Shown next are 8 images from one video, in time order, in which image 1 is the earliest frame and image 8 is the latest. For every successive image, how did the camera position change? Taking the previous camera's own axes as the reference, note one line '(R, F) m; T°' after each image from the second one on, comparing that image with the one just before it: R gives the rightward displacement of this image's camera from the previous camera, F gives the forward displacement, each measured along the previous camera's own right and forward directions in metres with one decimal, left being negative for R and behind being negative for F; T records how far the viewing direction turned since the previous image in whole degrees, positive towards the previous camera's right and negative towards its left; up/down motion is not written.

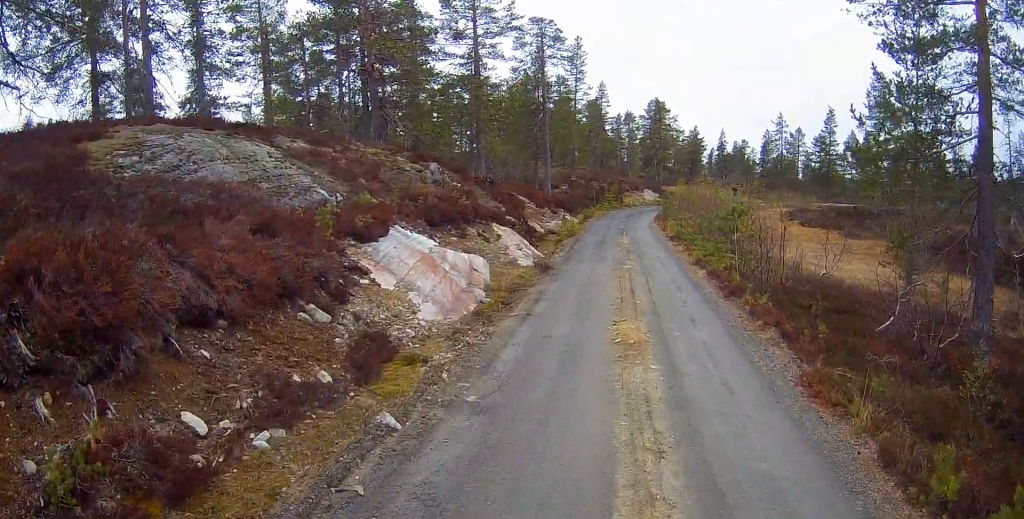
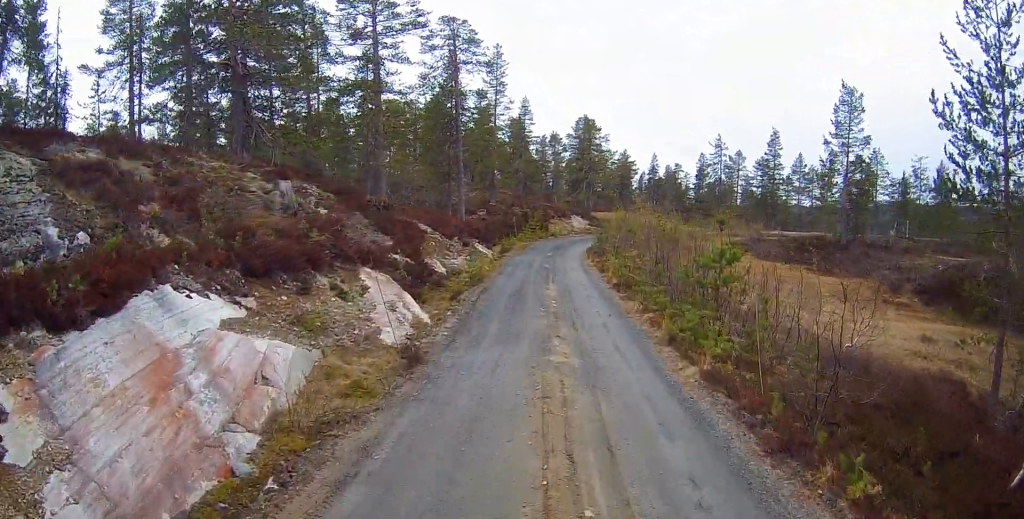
(+0.2, +5.9) m; +1°
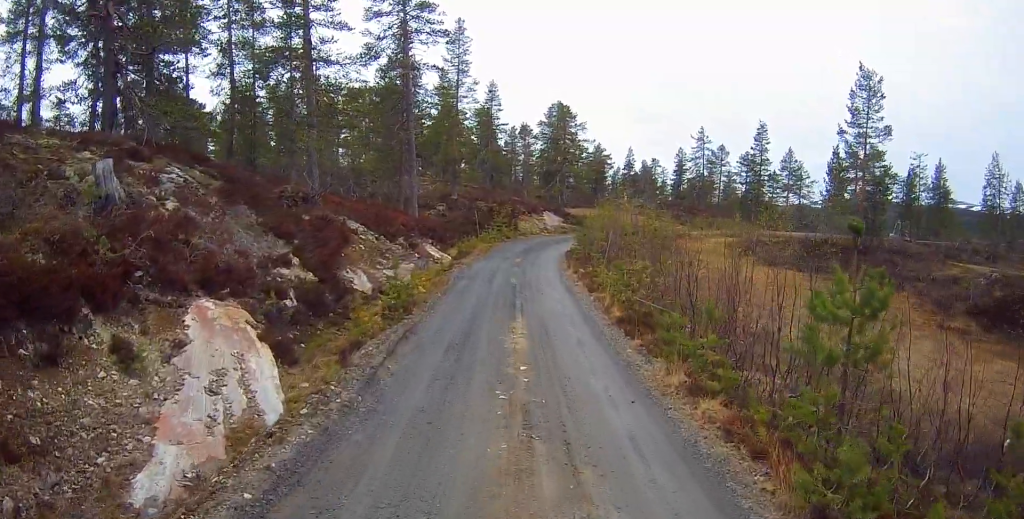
(+0.1, +5.6) m; +6°
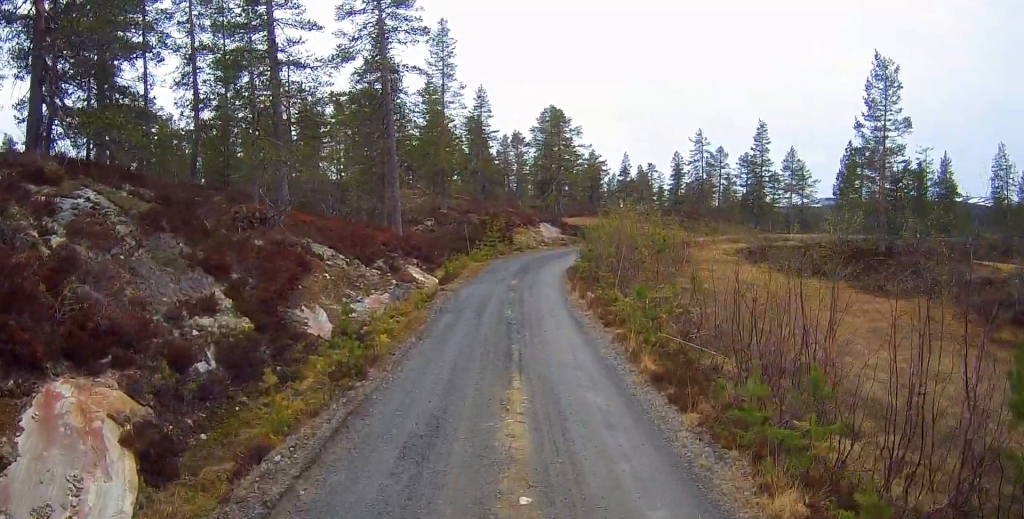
(+0.1, +2.9) m; +1°
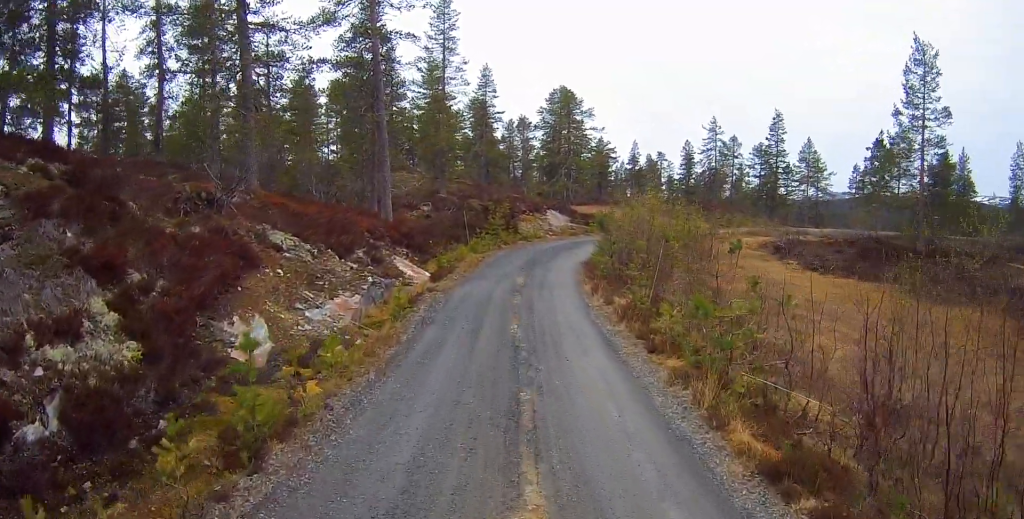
(0.0, +3.3) m; -1°
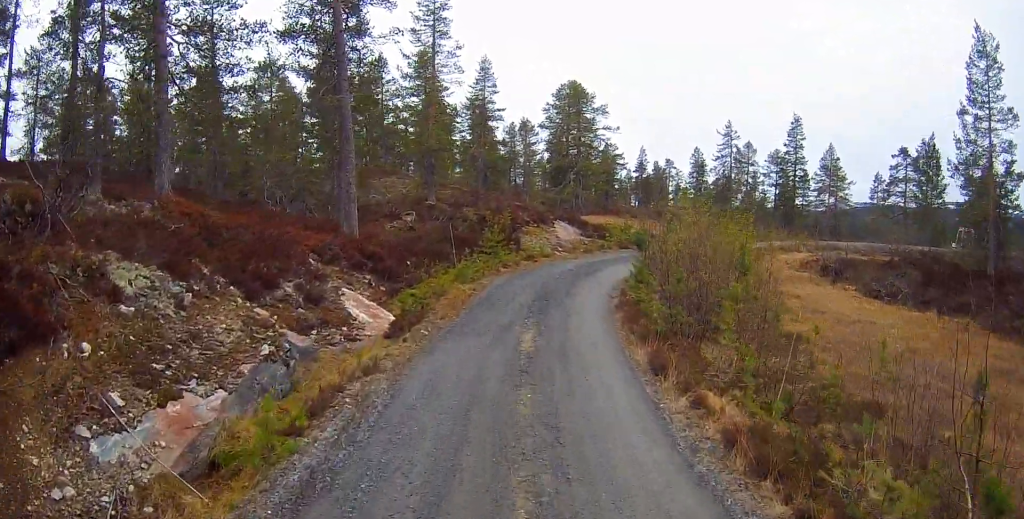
(-0.3, +6.0) m; -3°
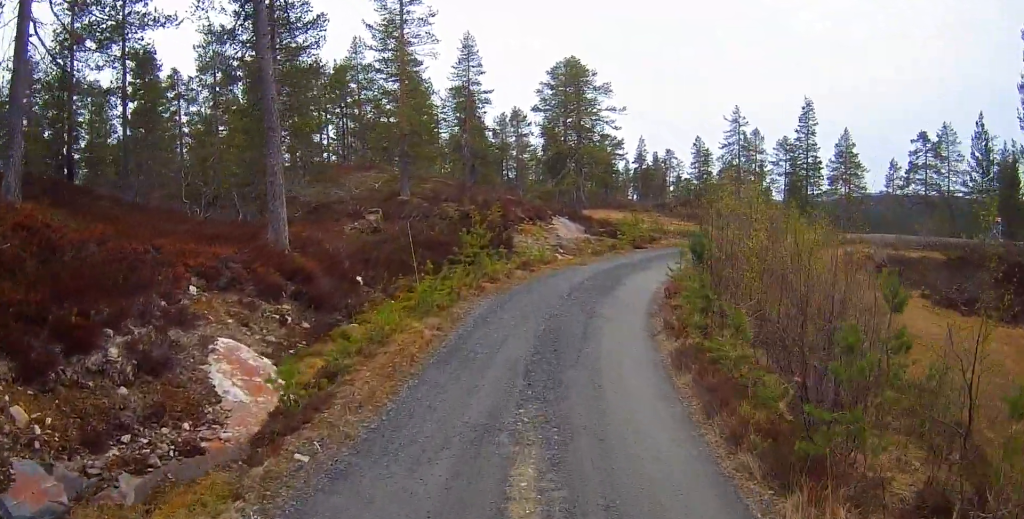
(0.0, +5.5) m; 0°
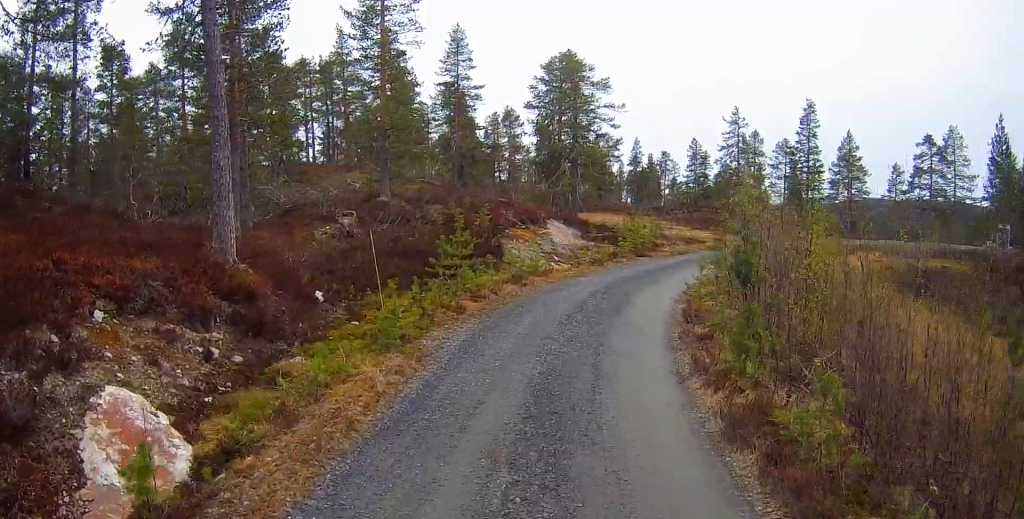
(0.0, +2.4) m; +1°
